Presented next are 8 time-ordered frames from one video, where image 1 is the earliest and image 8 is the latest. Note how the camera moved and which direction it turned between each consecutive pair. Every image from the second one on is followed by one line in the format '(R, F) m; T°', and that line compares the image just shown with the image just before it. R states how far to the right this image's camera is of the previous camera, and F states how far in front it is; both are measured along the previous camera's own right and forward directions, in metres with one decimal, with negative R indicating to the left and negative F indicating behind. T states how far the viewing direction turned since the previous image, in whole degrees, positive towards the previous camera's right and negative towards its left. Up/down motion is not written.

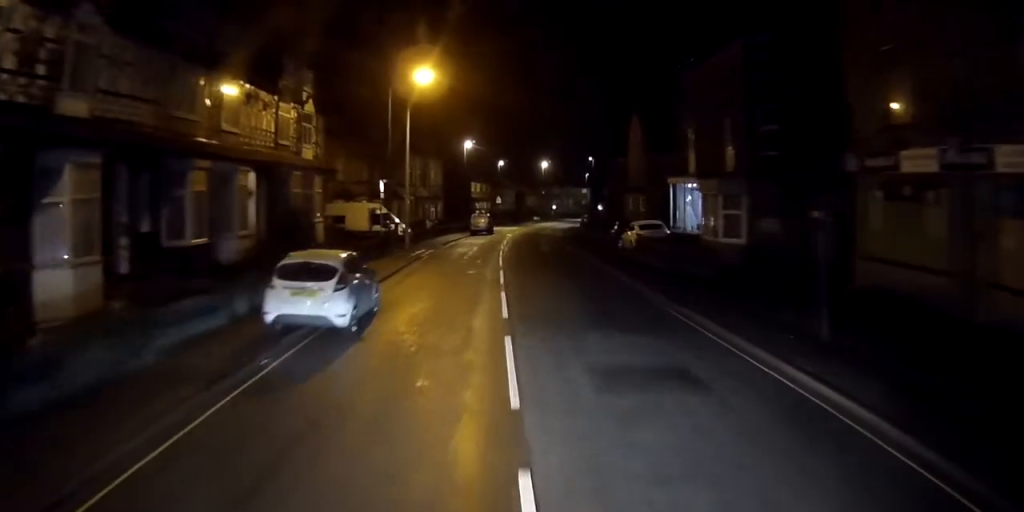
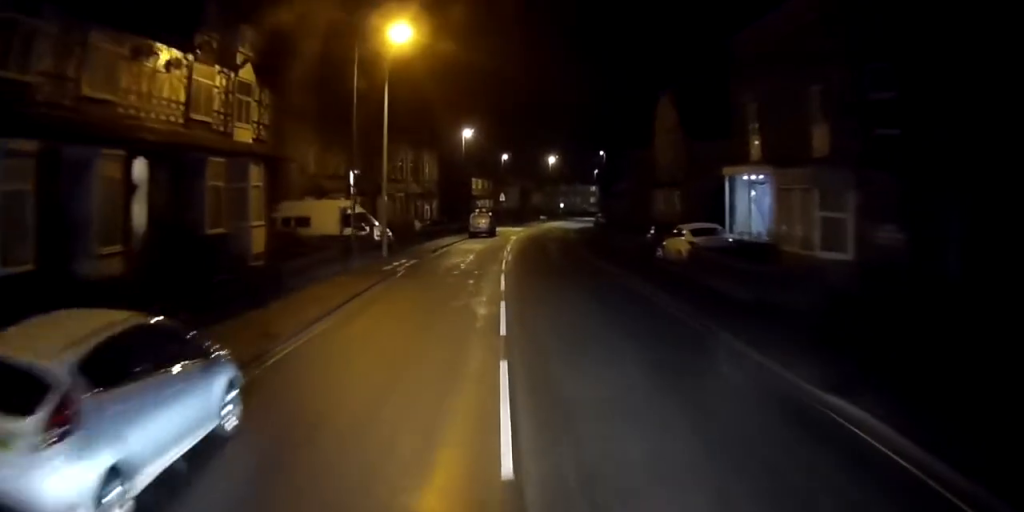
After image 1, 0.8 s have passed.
(+0.1, +8.0) m; 0°
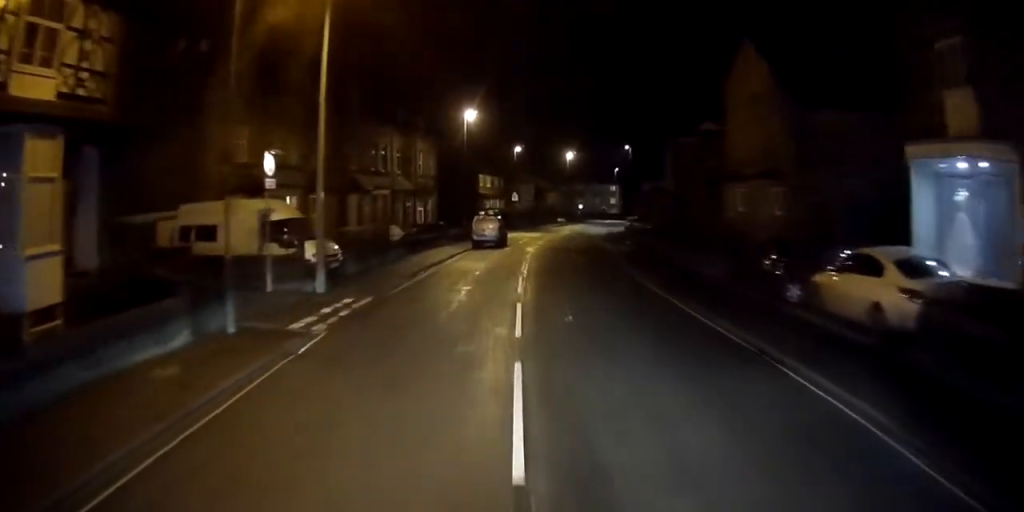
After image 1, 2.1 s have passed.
(0.0, +12.1) m; +1°
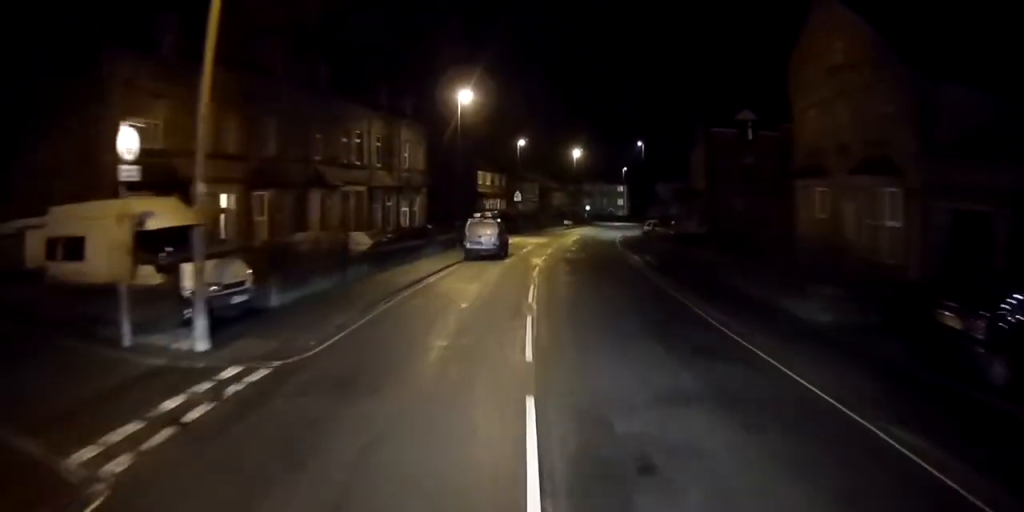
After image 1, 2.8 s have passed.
(+0.1, +7.6) m; +1°
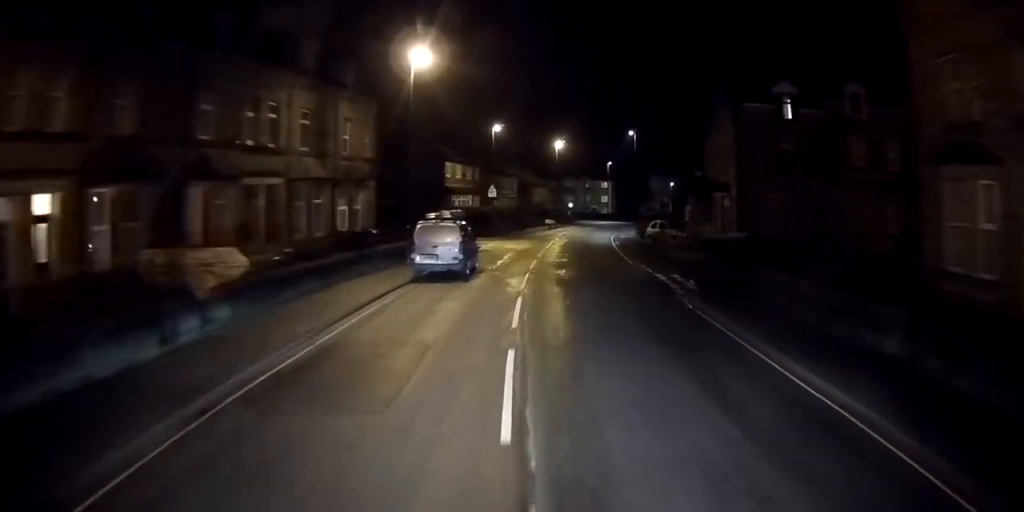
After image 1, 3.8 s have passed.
(+0.1, +9.4) m; +1°
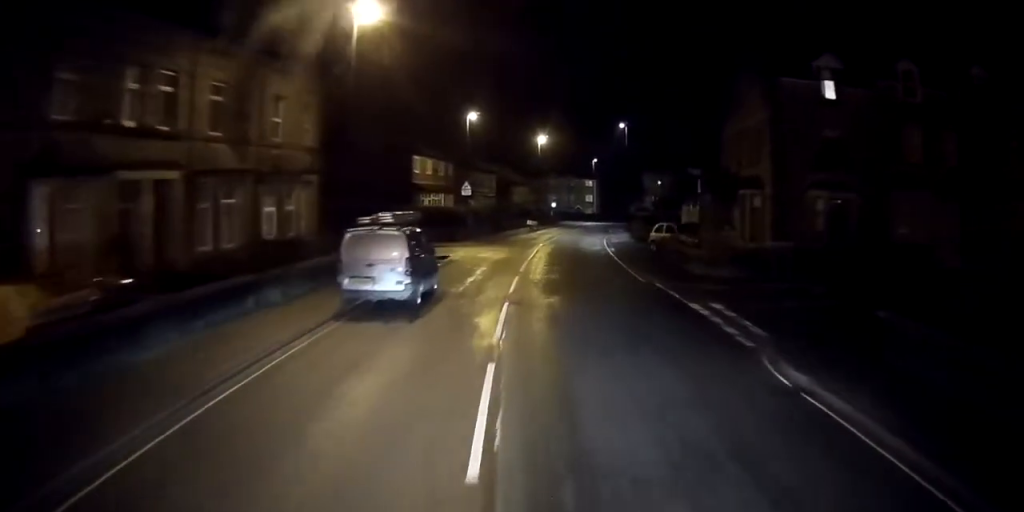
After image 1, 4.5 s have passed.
(0.0, +6.8) m; +1°
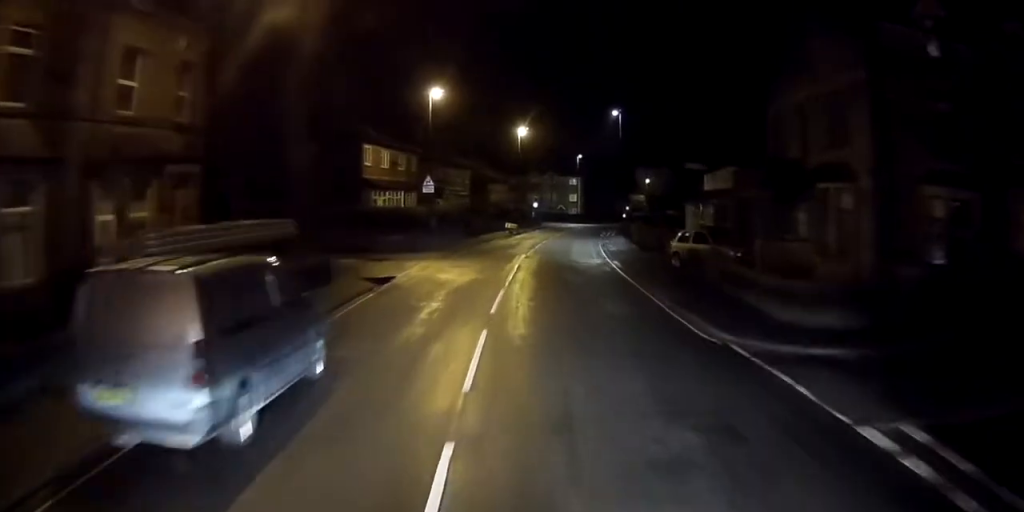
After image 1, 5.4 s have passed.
(+0.1, +9.1) m; +1°
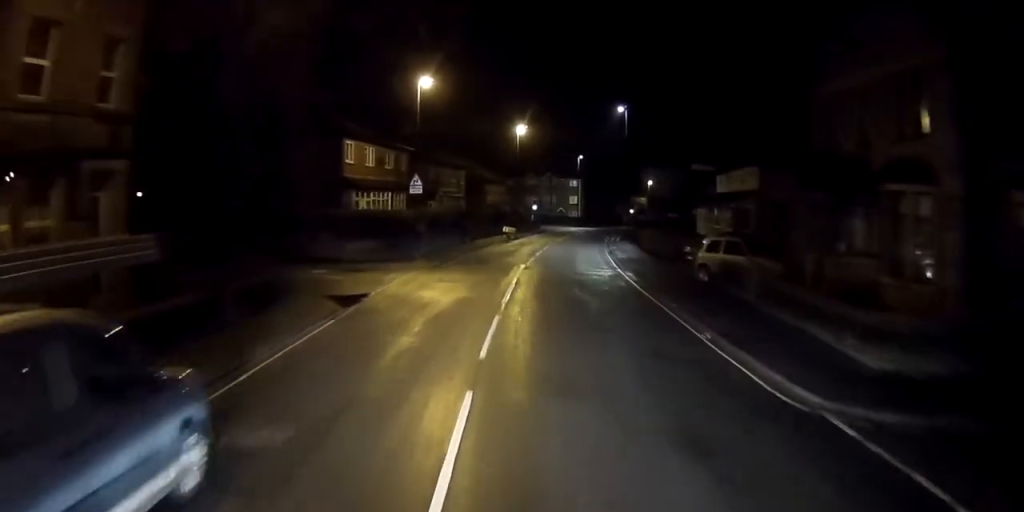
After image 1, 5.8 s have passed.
(0.0, +3.9) m; 0°
